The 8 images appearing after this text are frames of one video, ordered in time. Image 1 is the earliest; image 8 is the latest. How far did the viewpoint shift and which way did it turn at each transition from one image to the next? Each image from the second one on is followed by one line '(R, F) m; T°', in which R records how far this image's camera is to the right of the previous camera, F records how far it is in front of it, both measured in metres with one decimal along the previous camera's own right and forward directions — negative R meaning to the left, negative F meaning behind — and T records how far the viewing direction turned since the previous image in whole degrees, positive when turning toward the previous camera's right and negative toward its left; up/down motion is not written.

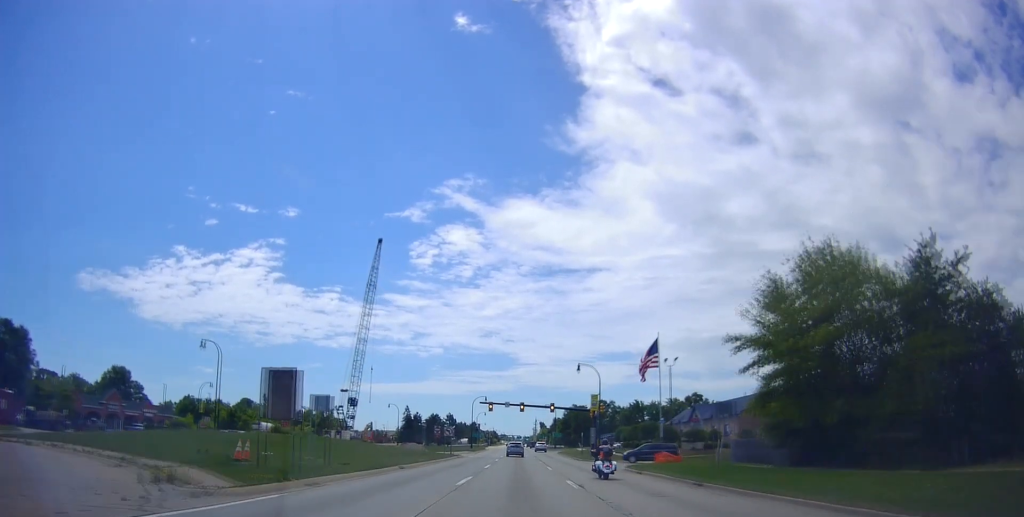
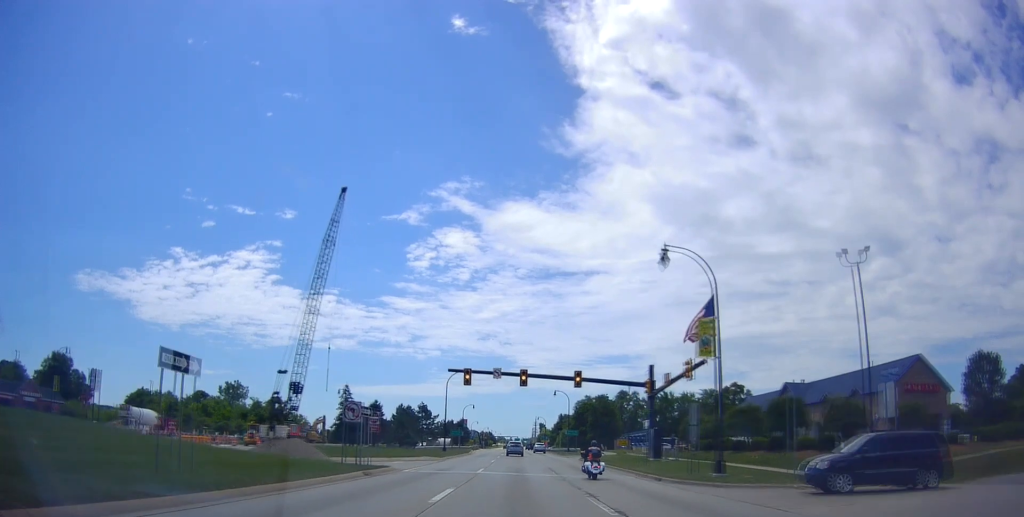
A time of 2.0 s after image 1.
(0.0, +35.8) m; +1°
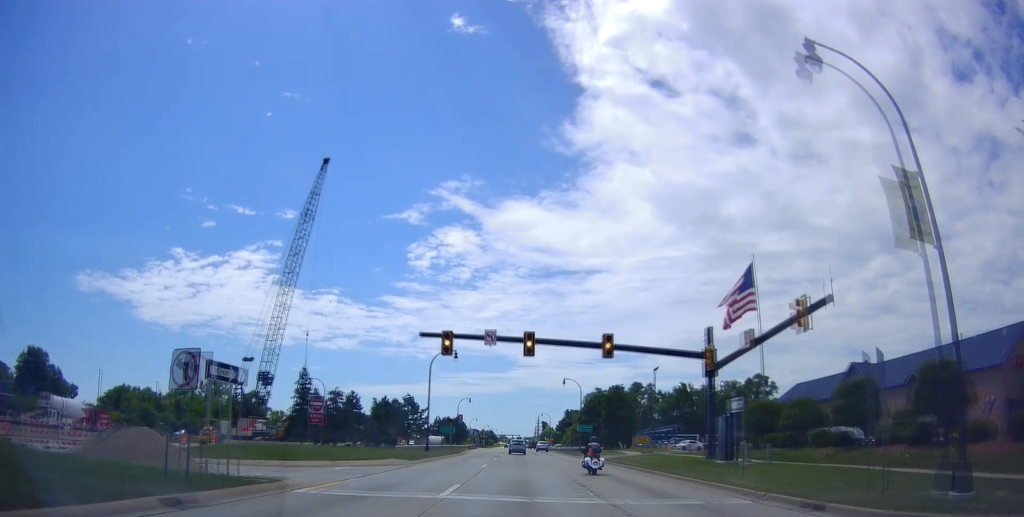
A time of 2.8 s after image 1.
(-0.5, +14.2) m; -2°
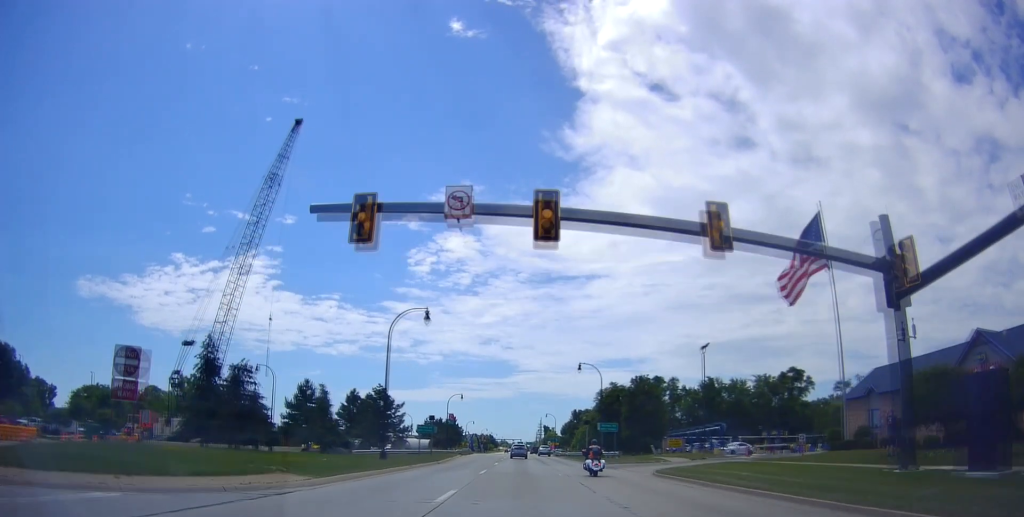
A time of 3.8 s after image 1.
(-0.1, +17.5) m; +1°
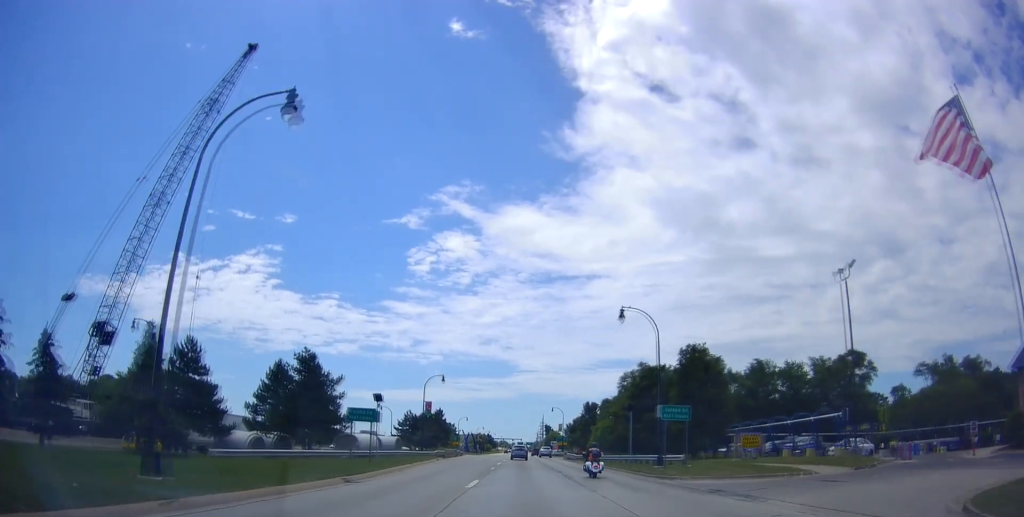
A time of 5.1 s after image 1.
(+0.3, +23.1) m; 0°
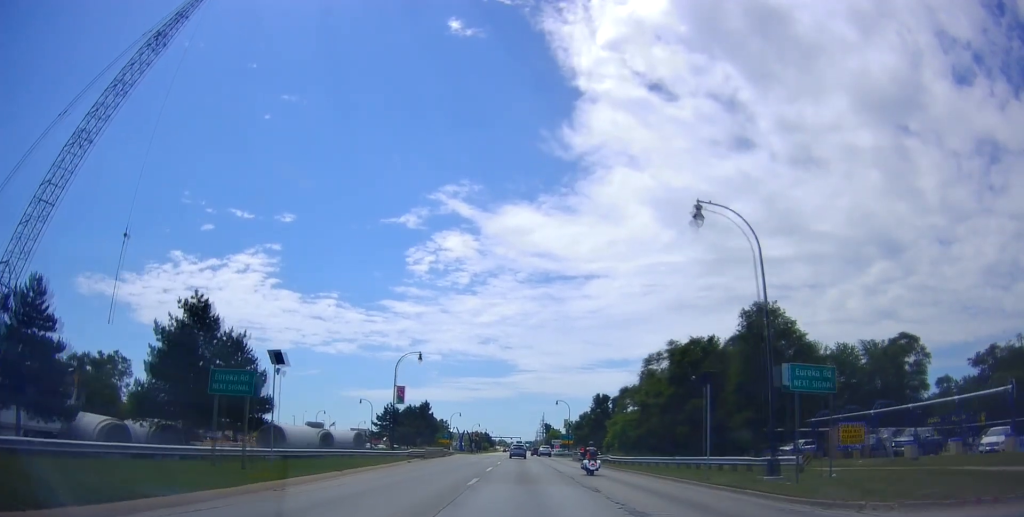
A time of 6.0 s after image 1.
(-0.2, +15.5) m; +1°
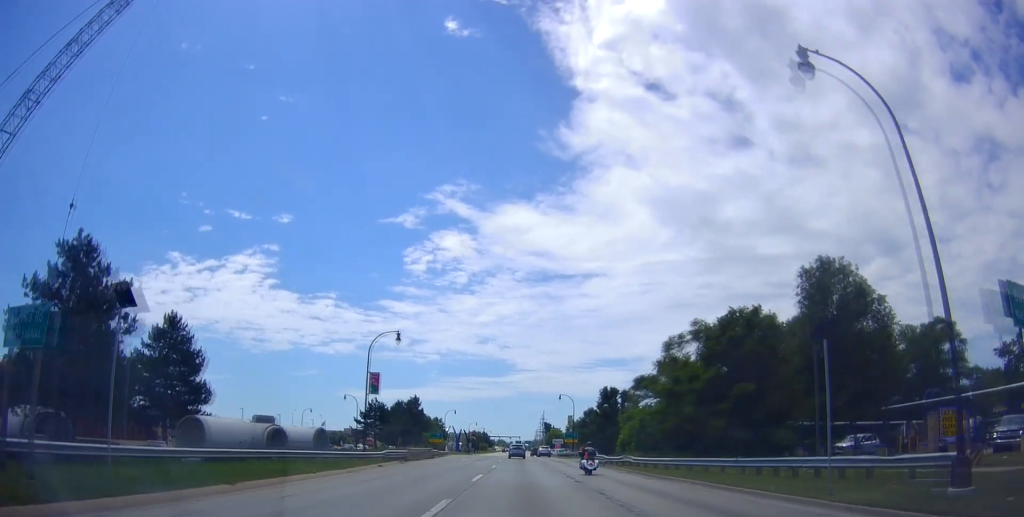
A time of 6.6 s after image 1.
(+0.4, +9.2) m; +1°
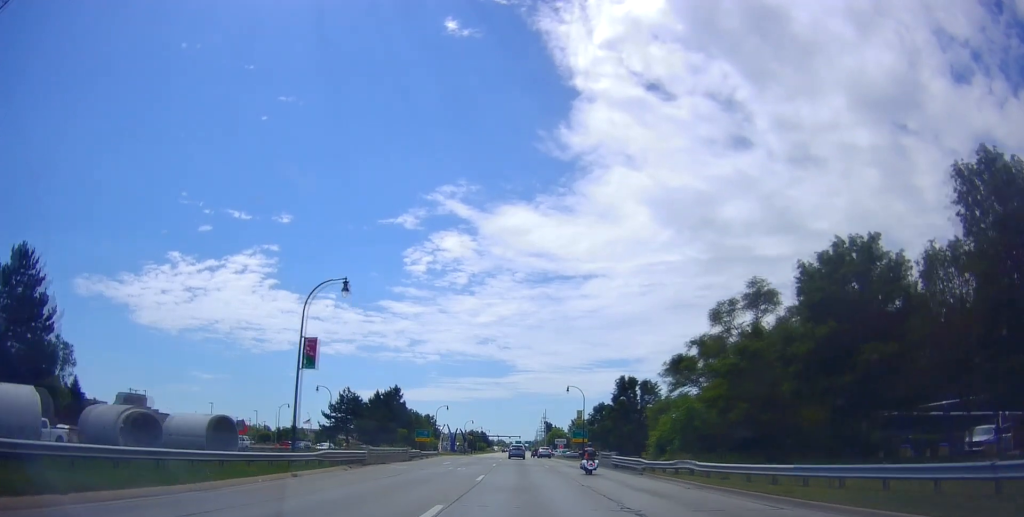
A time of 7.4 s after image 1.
(0.0, +13.8) m; -1°
